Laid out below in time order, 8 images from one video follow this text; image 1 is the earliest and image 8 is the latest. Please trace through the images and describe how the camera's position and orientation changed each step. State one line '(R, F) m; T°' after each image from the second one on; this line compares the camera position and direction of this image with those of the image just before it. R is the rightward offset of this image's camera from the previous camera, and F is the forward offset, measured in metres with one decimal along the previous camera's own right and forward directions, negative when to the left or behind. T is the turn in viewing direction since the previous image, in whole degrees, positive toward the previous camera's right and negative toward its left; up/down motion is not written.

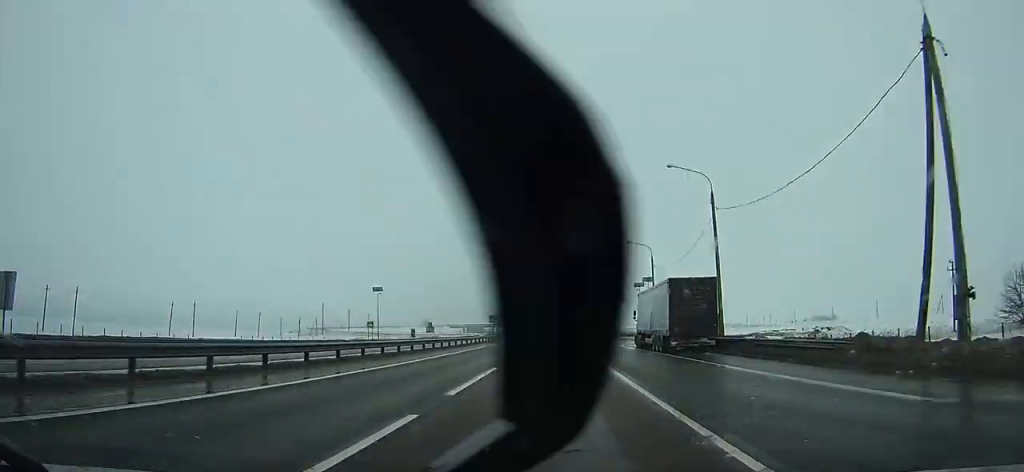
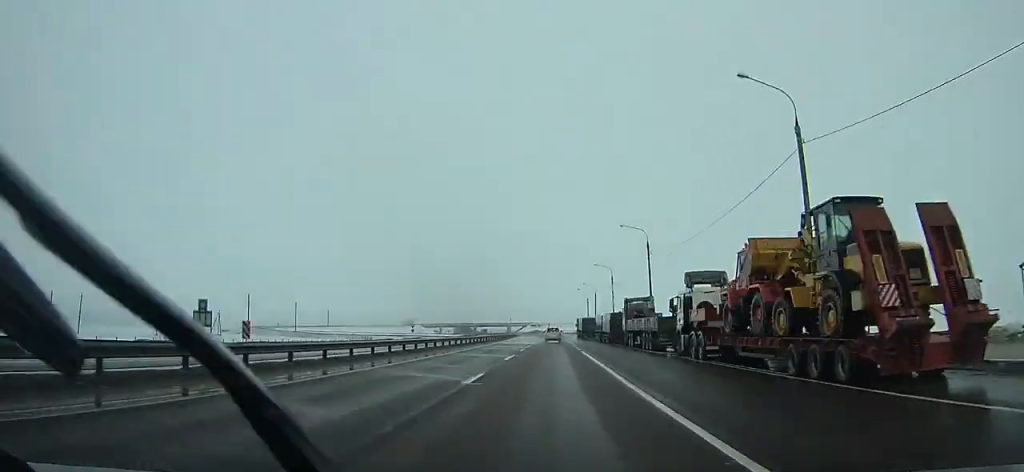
(+0.2, +86.9) m; 0°
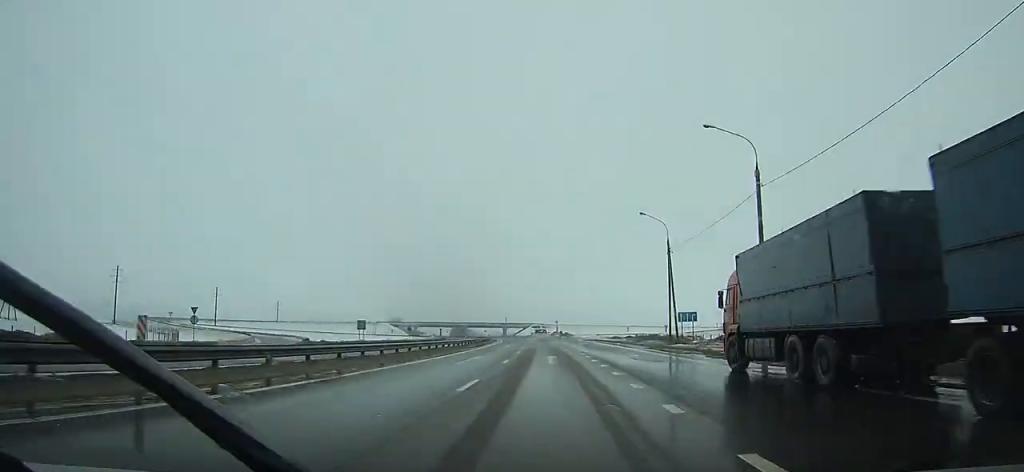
(-0.9, +98.1) m; -2°
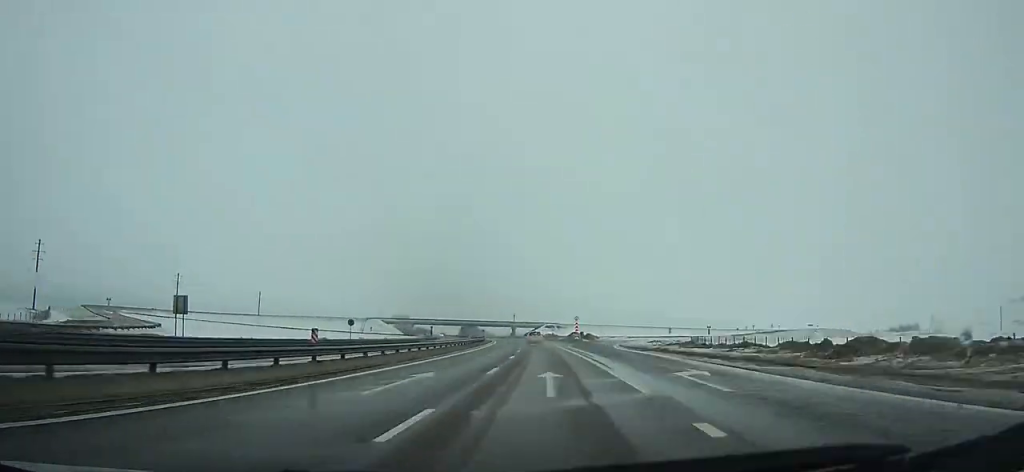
(-0.4, +43.3) m; -1°
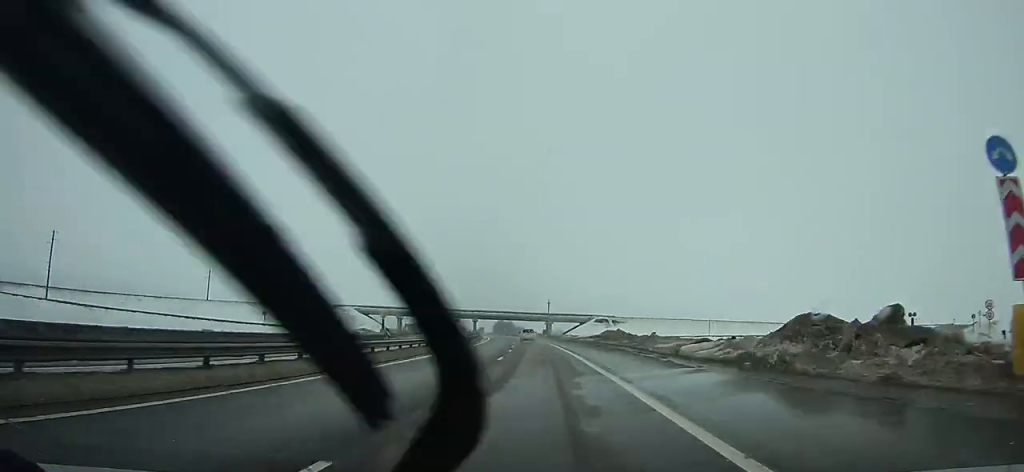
(-2.3, +88.9) m; -4°
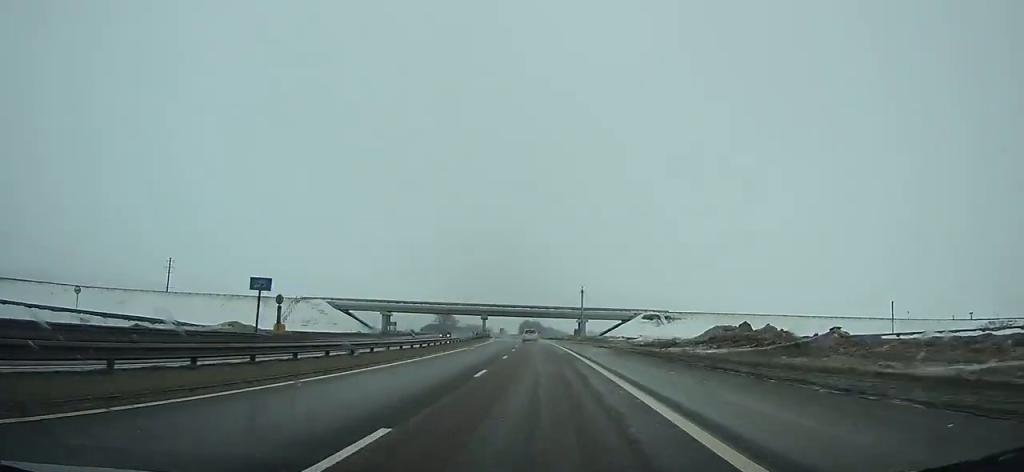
(-1.4, +45.8) m; -3°
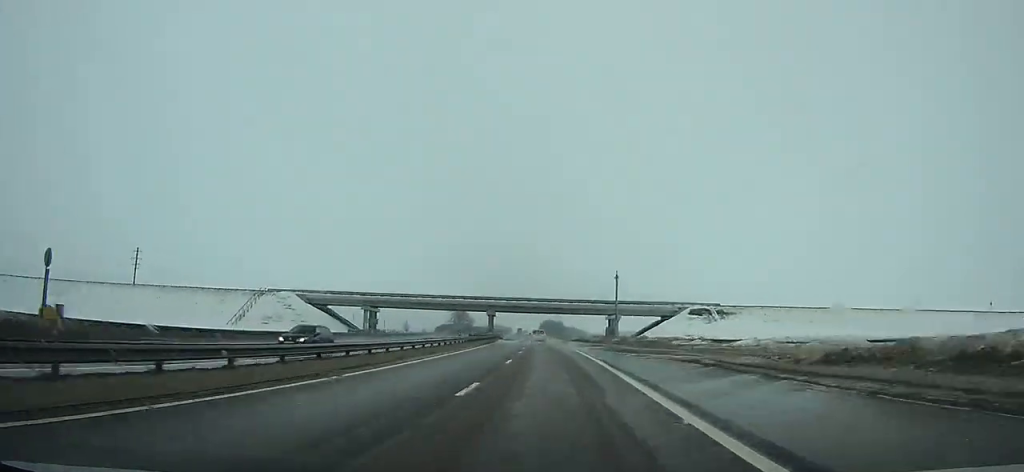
(-0.4, +29.8) m; -1°
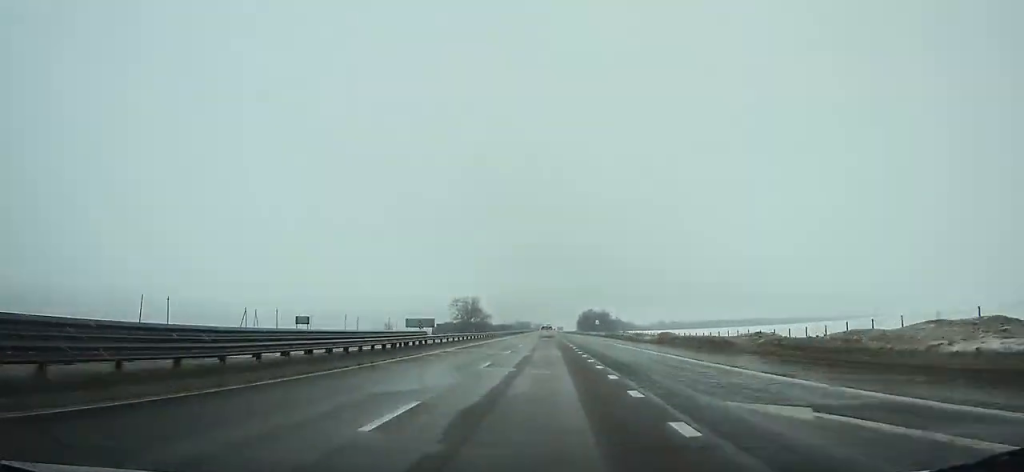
(-4.5, +124.3) m; -3°
